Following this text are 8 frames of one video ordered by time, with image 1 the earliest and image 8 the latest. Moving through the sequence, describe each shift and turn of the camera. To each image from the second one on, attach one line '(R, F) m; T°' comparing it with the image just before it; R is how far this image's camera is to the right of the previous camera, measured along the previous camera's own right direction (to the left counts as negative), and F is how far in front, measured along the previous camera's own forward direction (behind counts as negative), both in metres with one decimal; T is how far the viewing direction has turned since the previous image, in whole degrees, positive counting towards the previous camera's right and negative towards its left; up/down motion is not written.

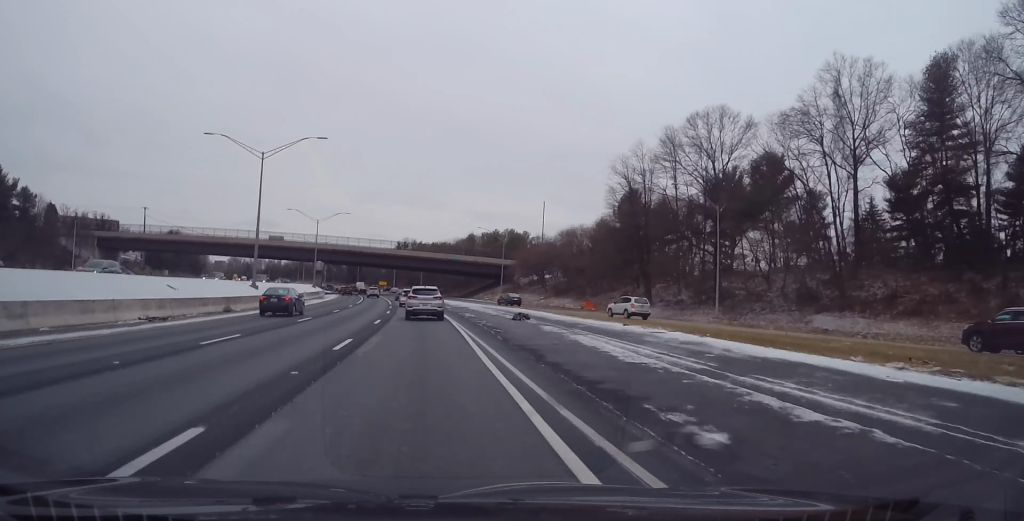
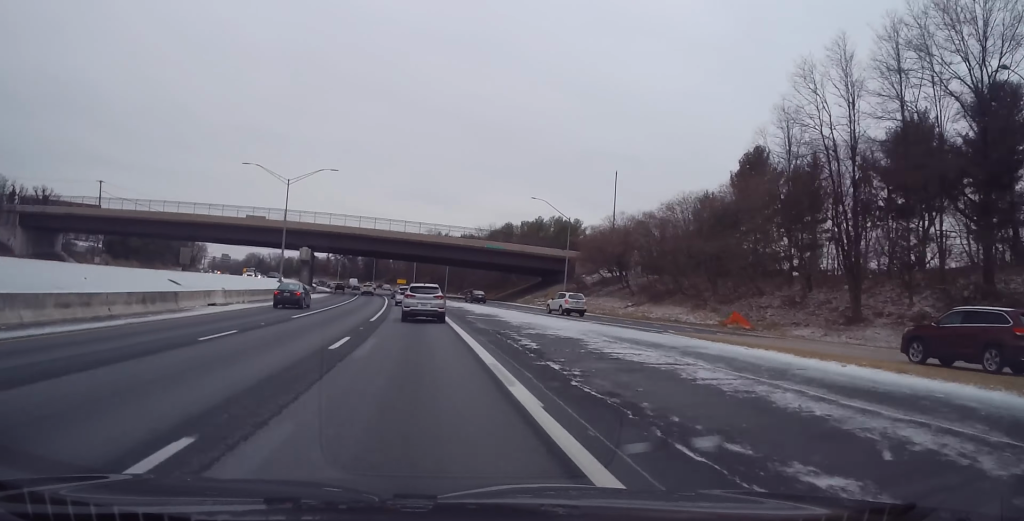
(-0.6, +36.2) m; -2°
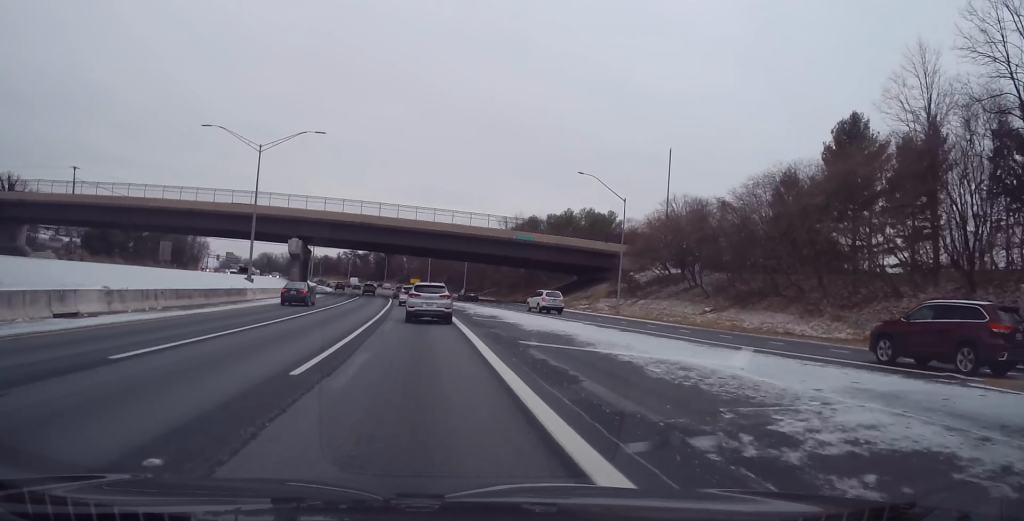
(-0.1, +17.5) m; -1°
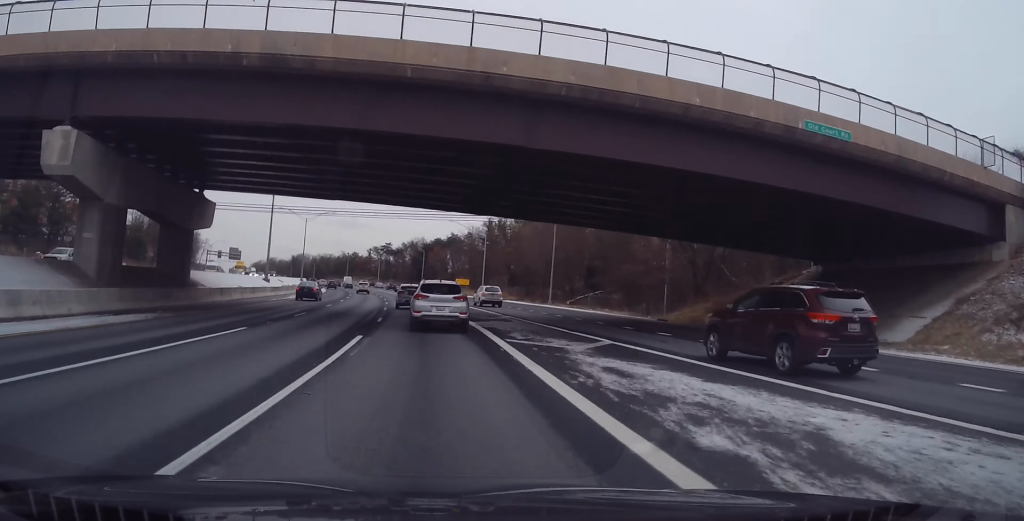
(-1.7, +56.3) m; -4°
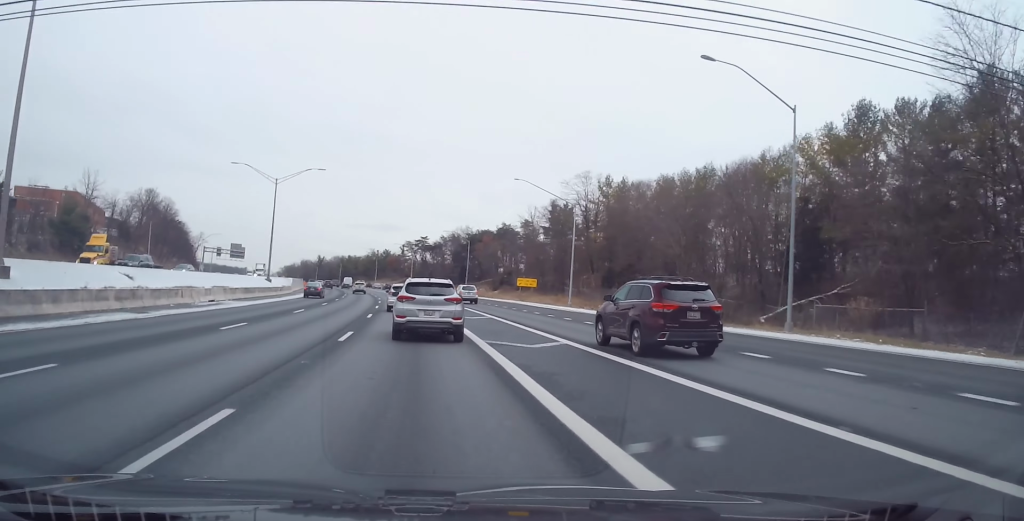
(-1.4, +45.3) m; -4°
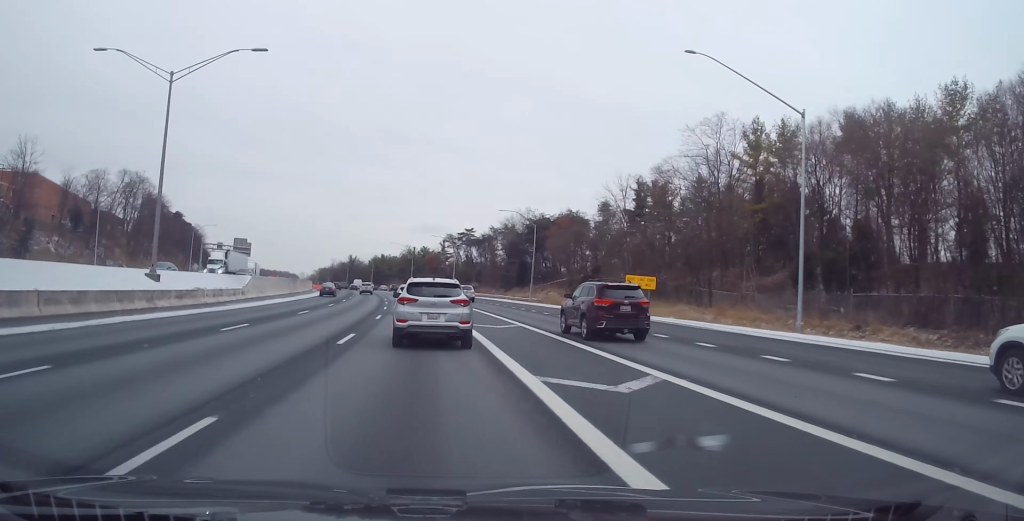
(-1.3, +36.4) m; -4°
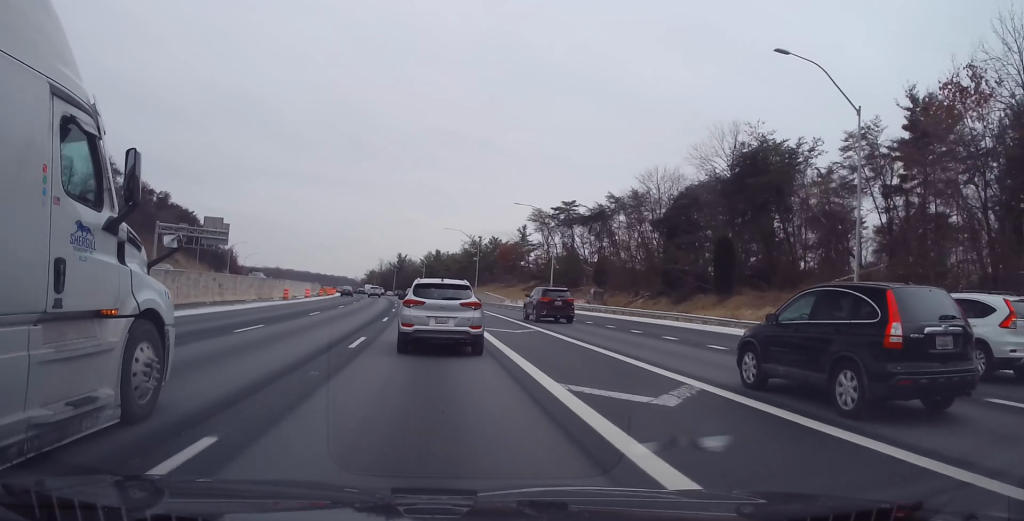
(-2.9, +61.6) m; -5°
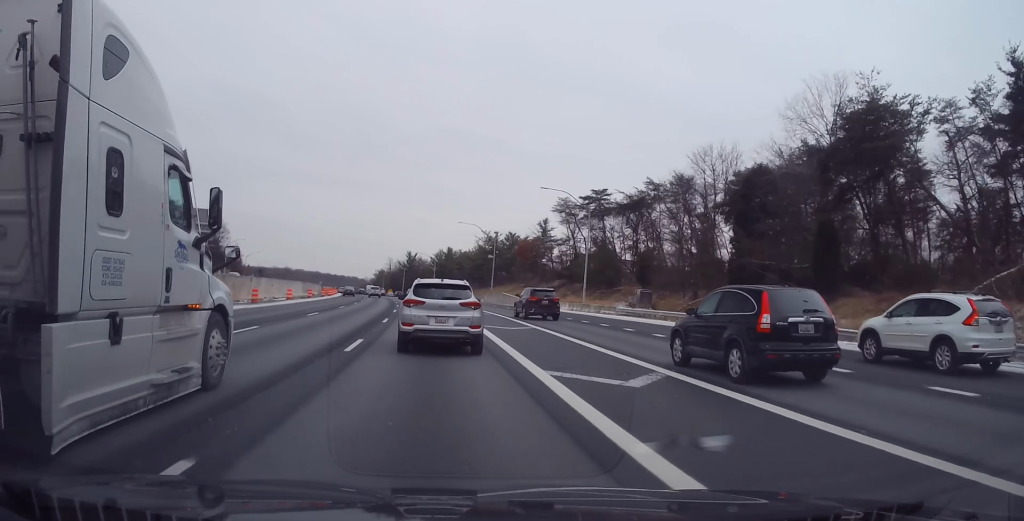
(0.0, +13.3) m; -1°
